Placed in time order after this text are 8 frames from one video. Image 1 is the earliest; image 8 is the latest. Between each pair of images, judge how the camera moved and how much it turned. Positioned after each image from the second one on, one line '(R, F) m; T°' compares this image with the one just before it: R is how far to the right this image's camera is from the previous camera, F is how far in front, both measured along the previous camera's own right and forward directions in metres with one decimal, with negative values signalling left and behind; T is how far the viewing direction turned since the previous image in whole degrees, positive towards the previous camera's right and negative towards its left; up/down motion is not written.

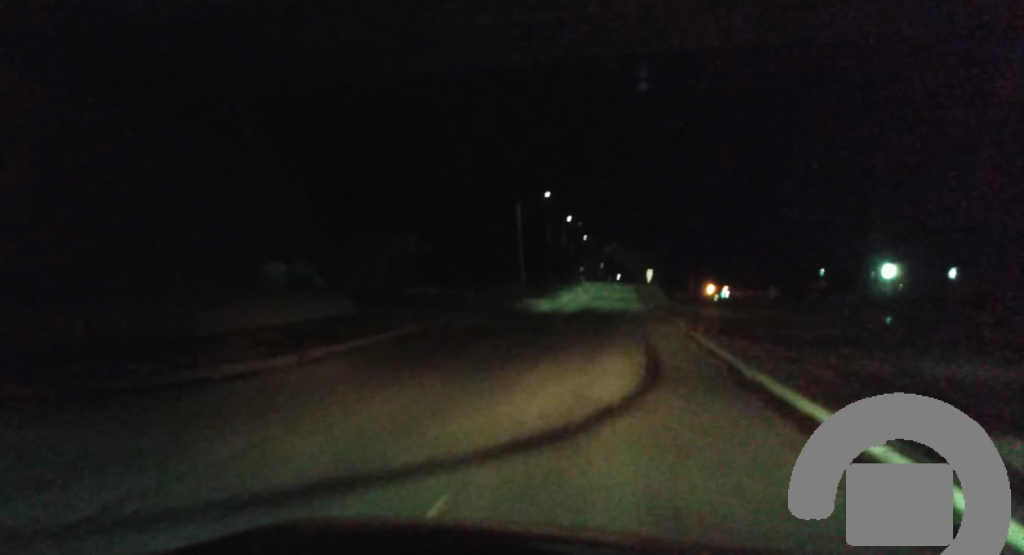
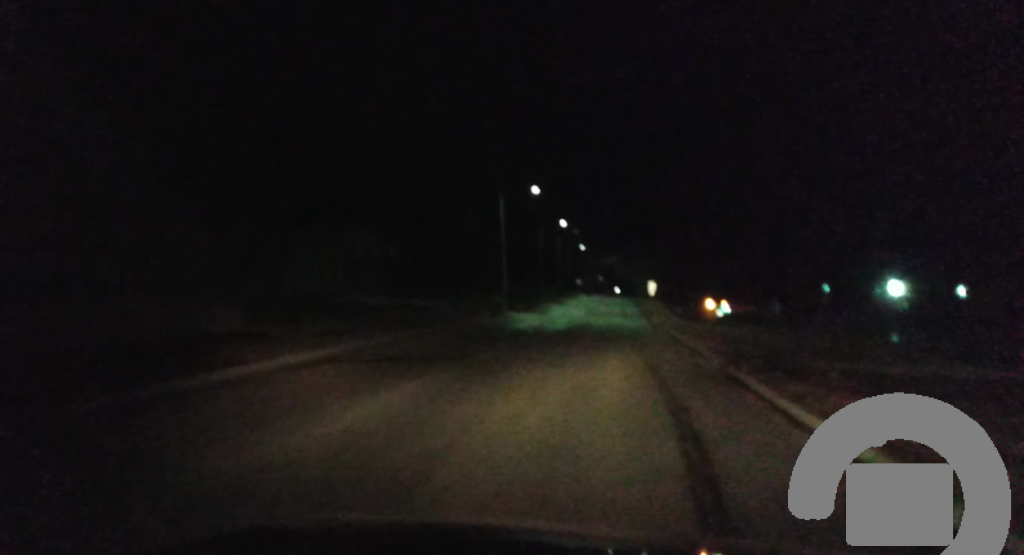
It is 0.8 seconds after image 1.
(-0.1, +12.1) m; 0°
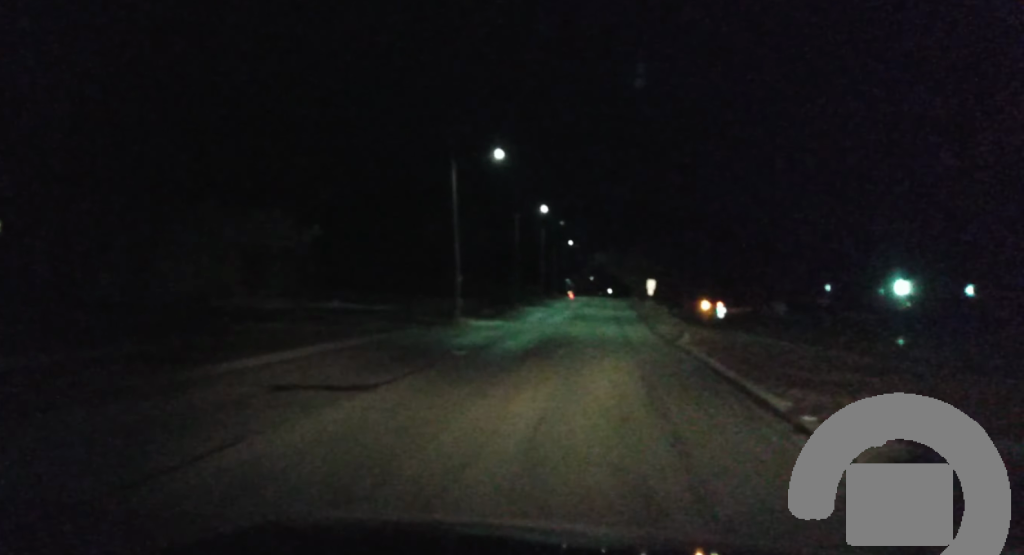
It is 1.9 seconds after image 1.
(+0.1, +16.3) m; +1°
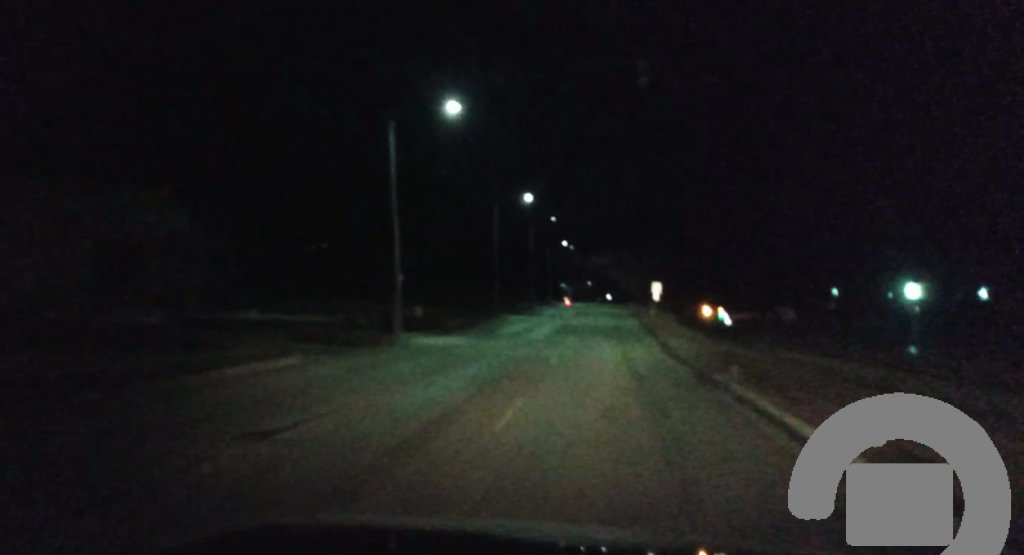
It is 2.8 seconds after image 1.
(+0.1, +13.2) m; 0°
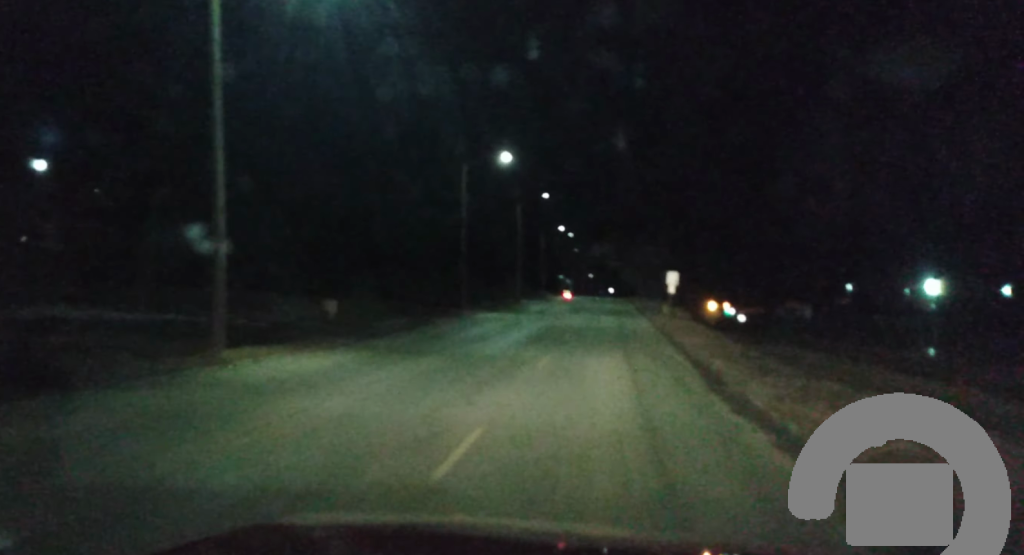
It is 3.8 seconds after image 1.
(-0.2, +15.9) m; -2°
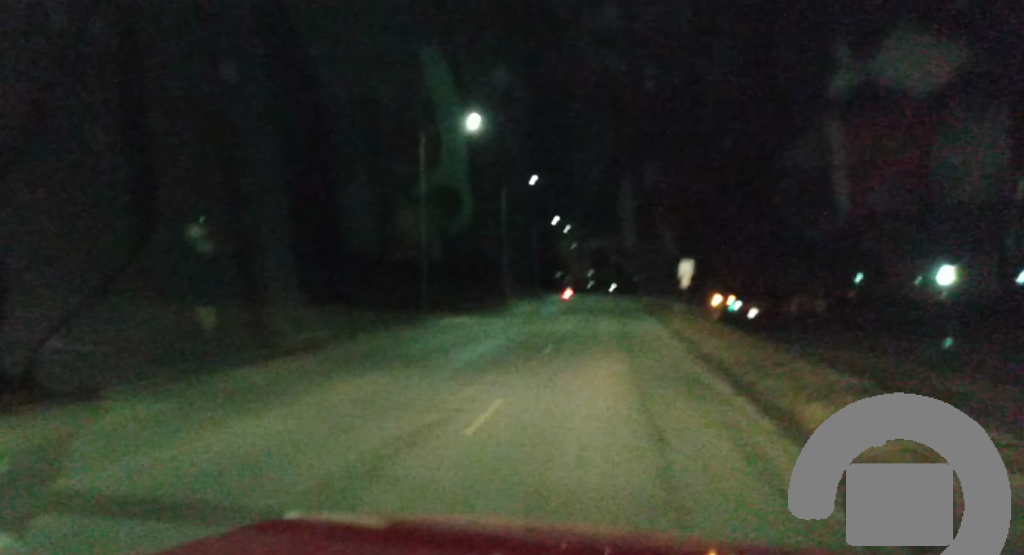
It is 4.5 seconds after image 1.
(-0.1, +10.1) m; -1°
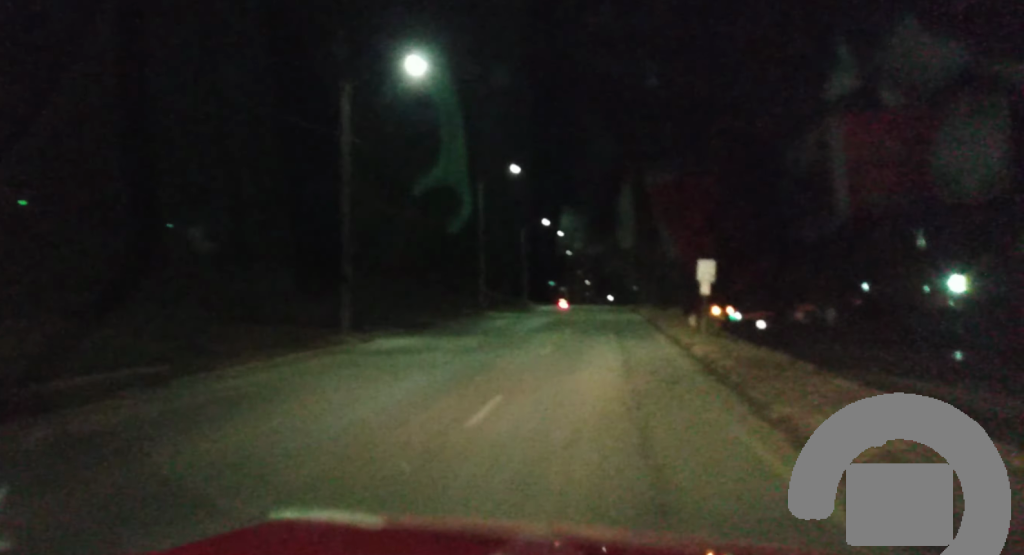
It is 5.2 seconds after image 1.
(-0.1, +11.2) m; 0°
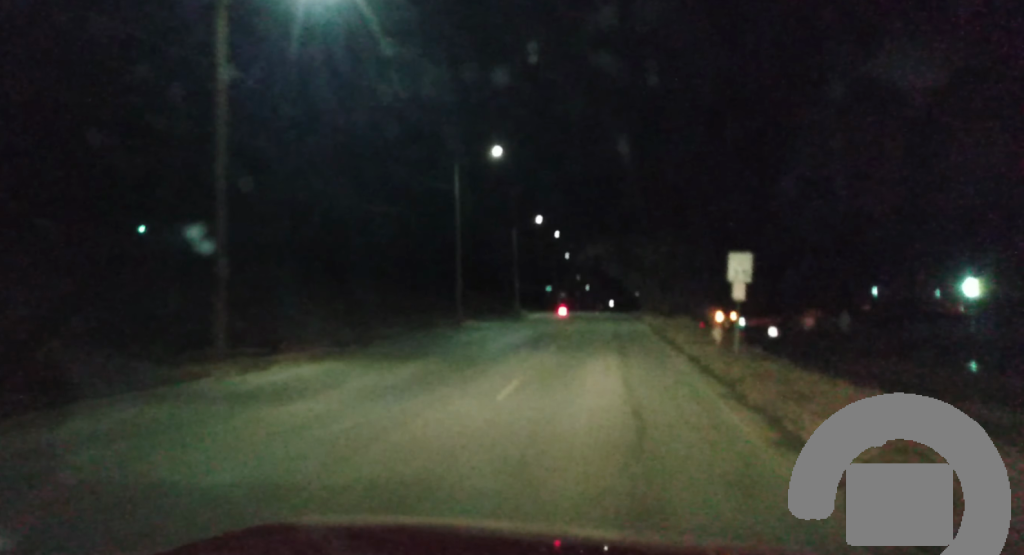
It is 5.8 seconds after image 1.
(0.0, +9.0) m; +1°
